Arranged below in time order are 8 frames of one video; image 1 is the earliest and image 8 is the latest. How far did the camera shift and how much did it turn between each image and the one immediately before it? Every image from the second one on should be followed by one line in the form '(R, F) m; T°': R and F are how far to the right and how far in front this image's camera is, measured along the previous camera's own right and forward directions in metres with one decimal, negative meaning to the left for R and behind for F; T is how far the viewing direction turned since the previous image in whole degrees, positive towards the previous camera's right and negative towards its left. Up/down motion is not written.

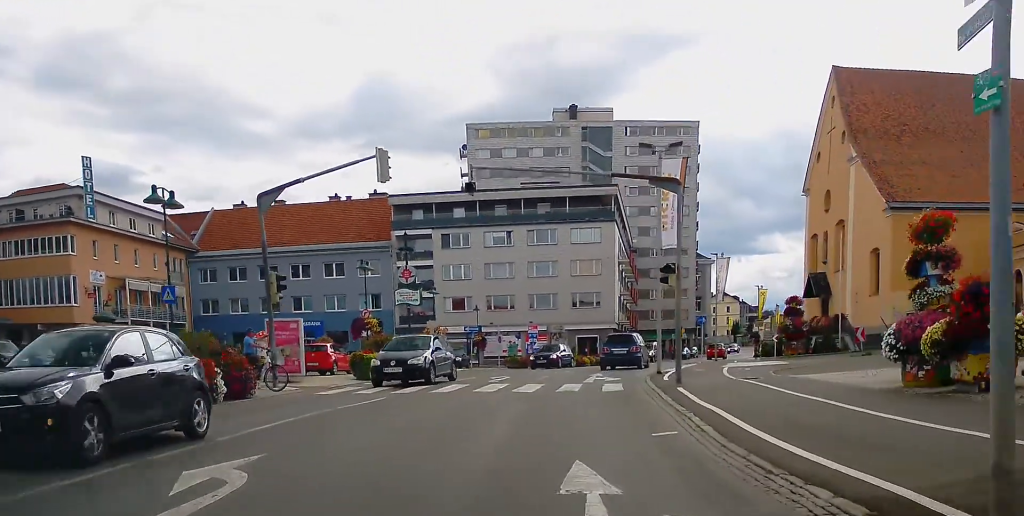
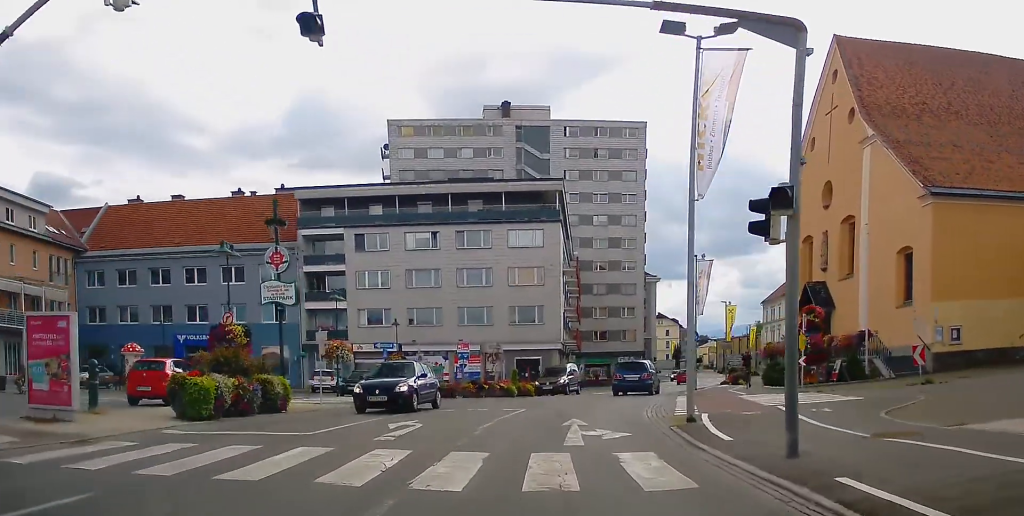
(+0.2, +11.5) m; +3°
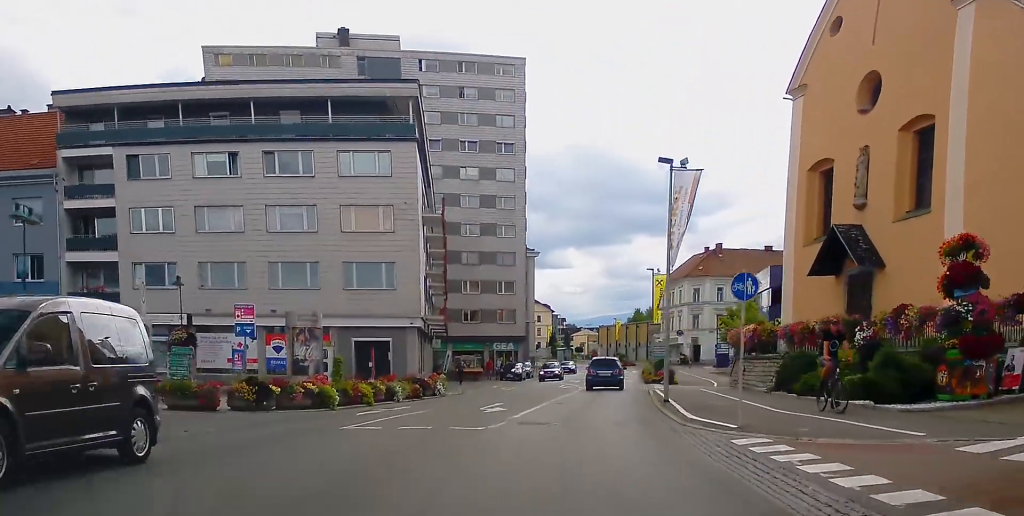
(+1.8, +19.5) m; +12°
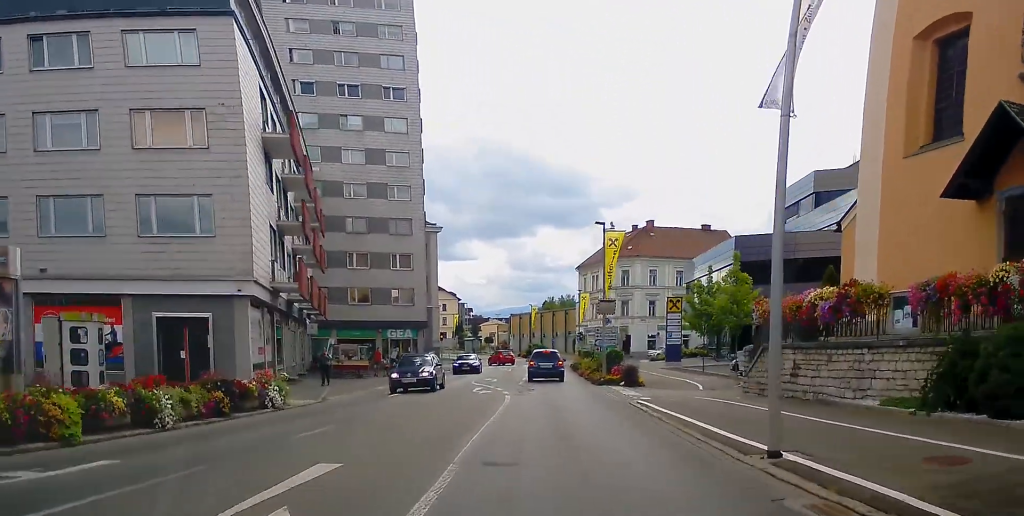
(+1.2, +15.1) m; +6°
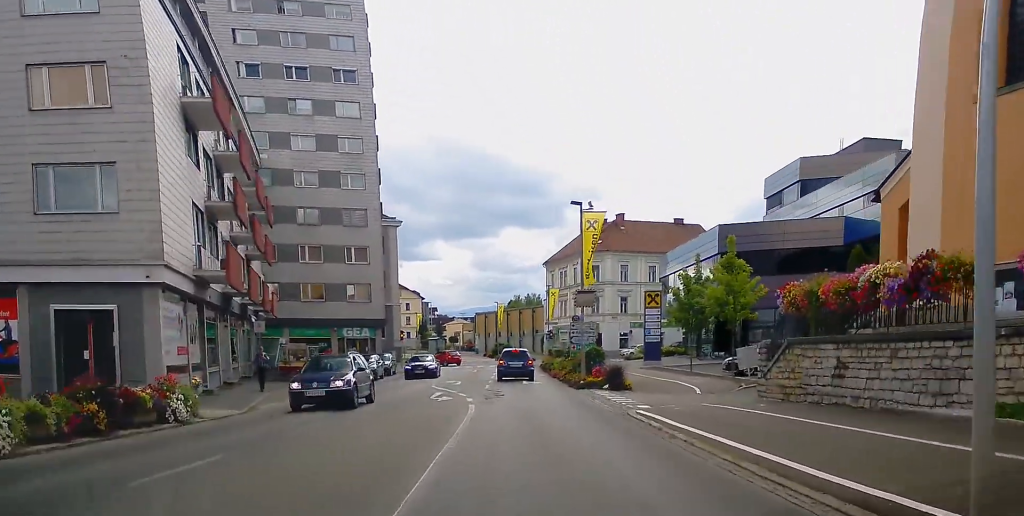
(+0.1, +4.8) m; +1°
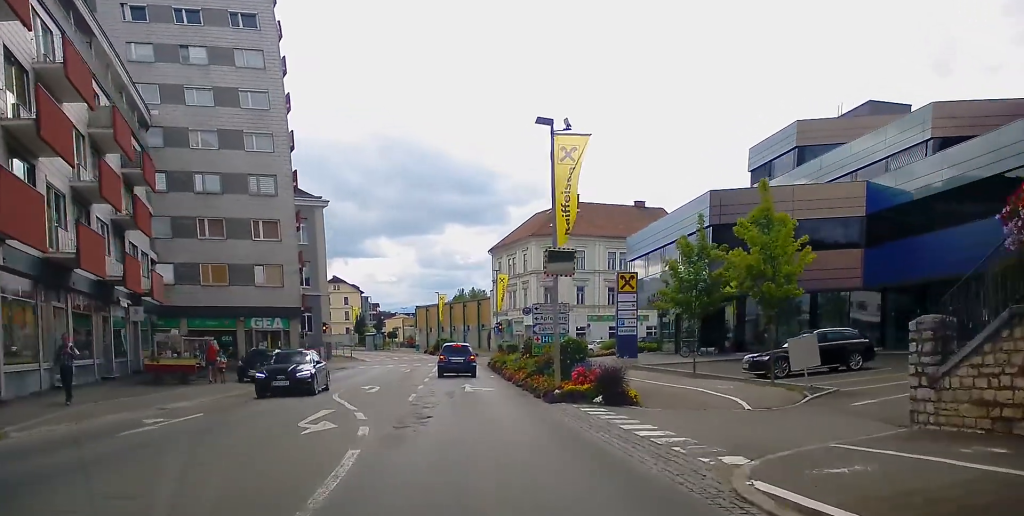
(0.0, +10.8) m; 0°
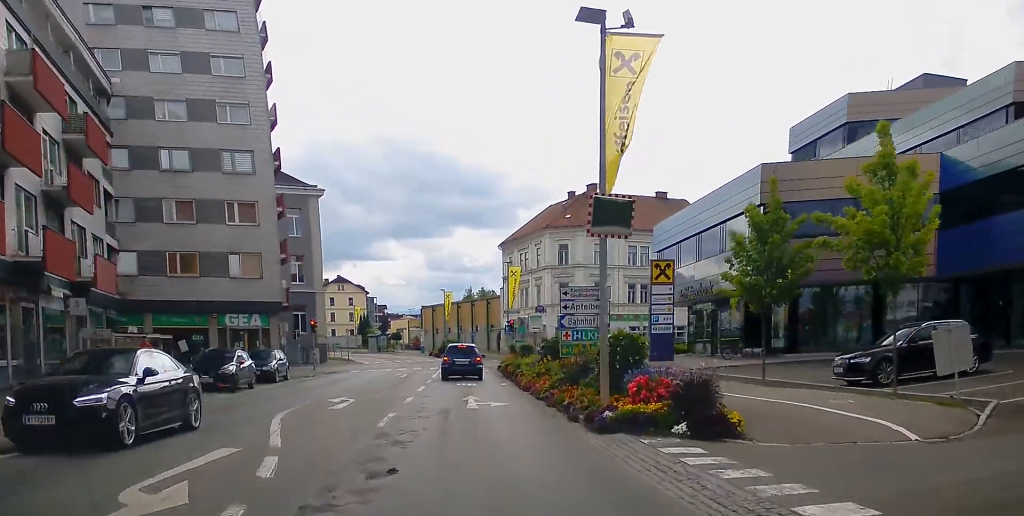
(0.0, +6.8) m; 0°
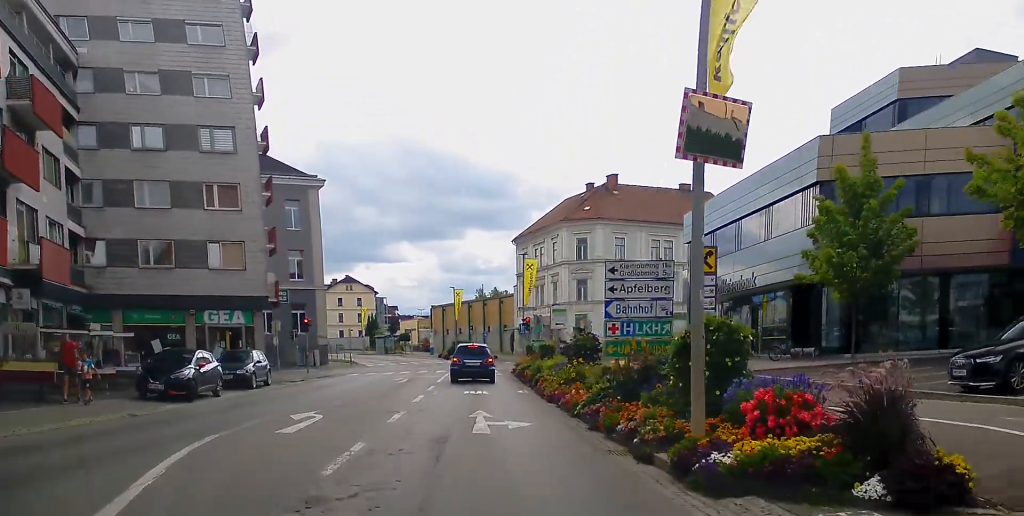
(0.0, +5.3) m; 0°
